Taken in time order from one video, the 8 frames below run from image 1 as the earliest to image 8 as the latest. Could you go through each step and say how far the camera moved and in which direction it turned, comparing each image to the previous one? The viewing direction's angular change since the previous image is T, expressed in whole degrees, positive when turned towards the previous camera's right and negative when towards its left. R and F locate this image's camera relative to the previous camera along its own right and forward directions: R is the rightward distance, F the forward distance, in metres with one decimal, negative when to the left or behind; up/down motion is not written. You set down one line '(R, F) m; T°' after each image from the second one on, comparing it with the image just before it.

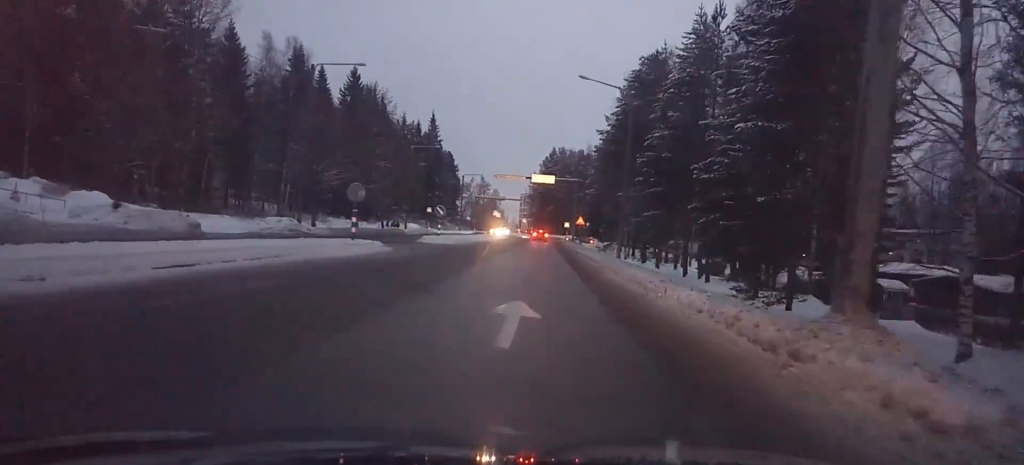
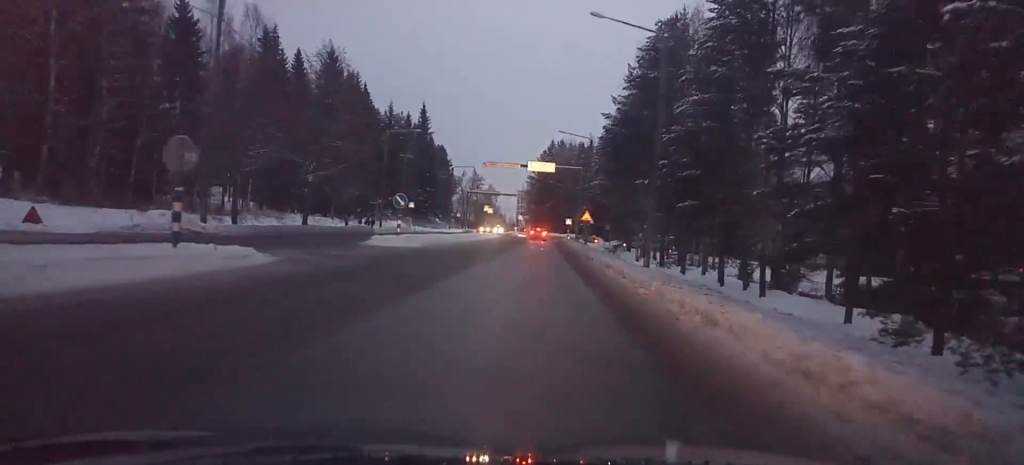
(+0.1, +13.2) m; 0°
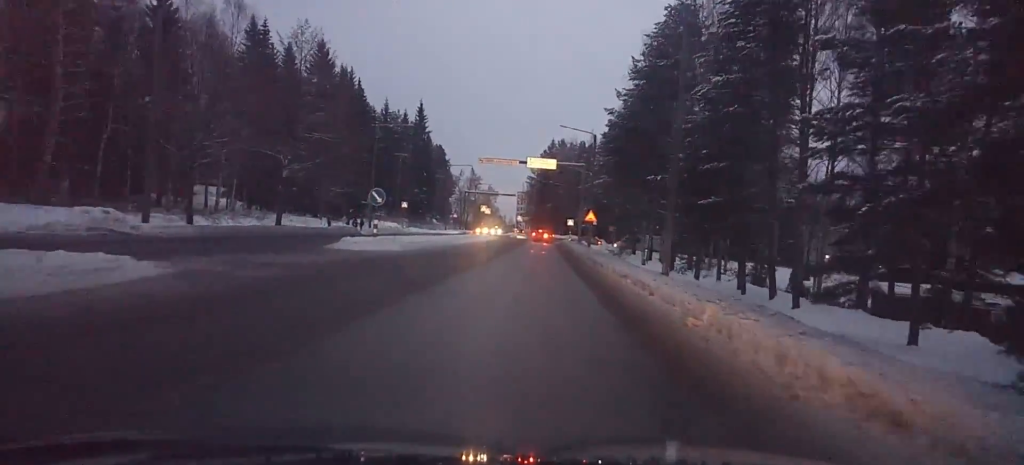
(-0.1, +5.1) m; 0°
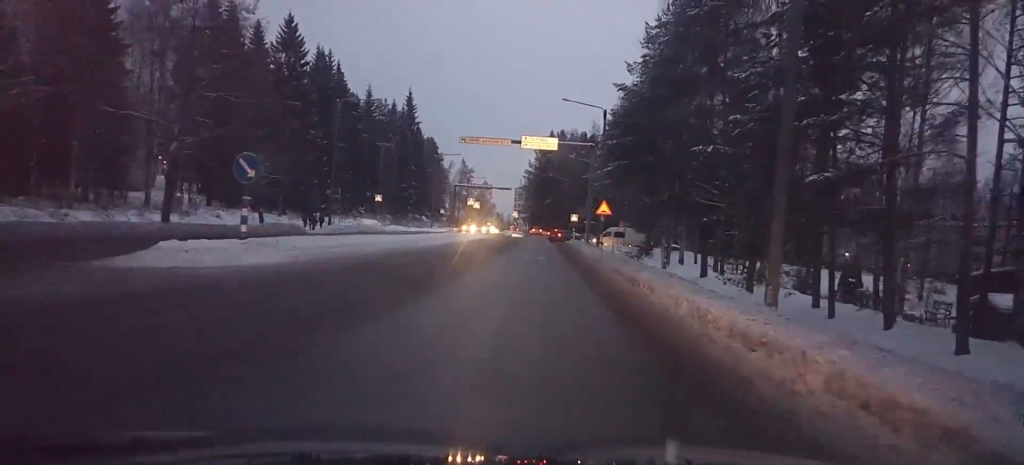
(0.0, +13.3) m; -2°
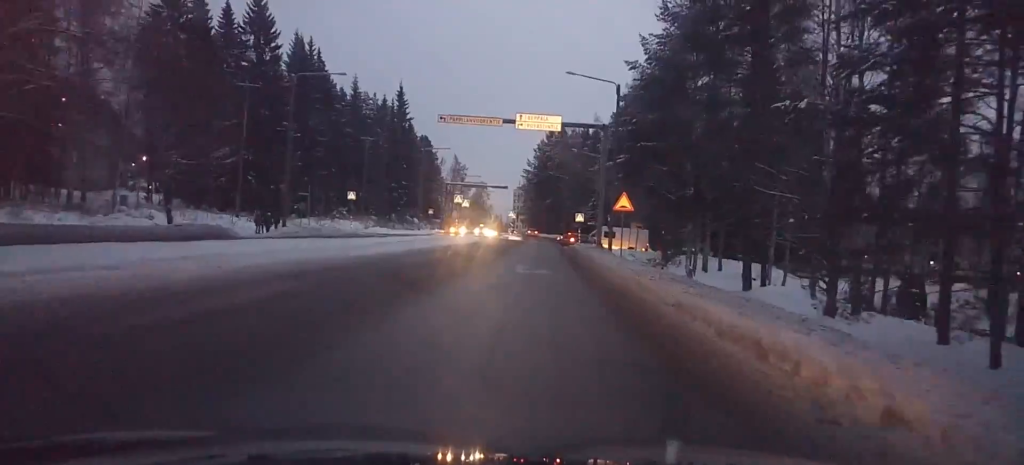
(-0.4, +10.7) m; -1°
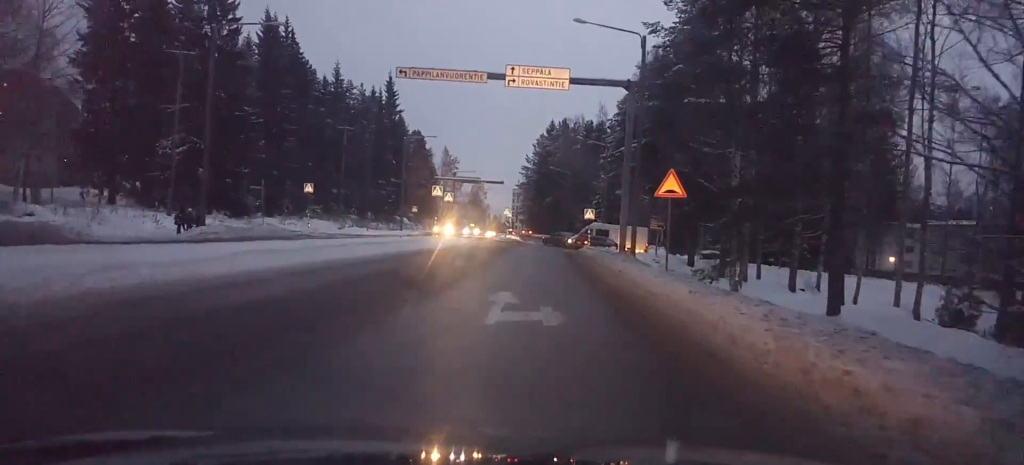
(+0.1, +12.0) m; +1°
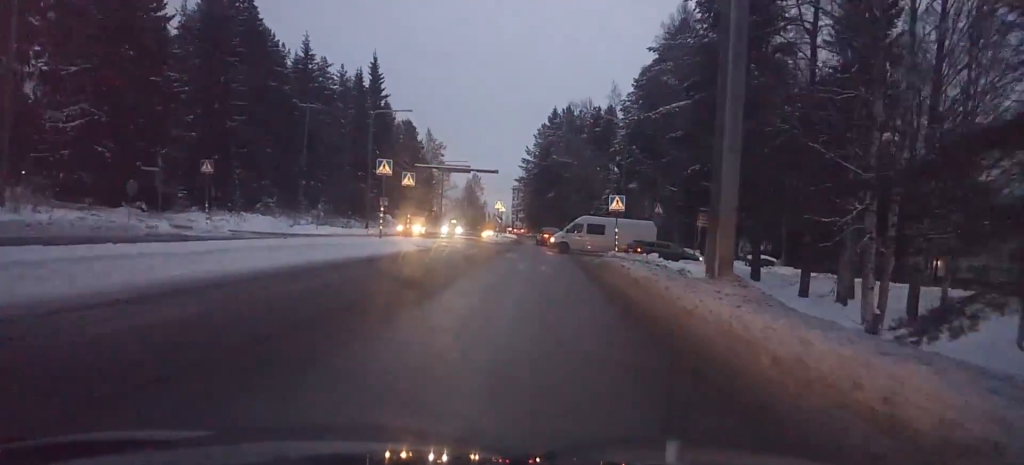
(-0.3, +16.3) m; -2°
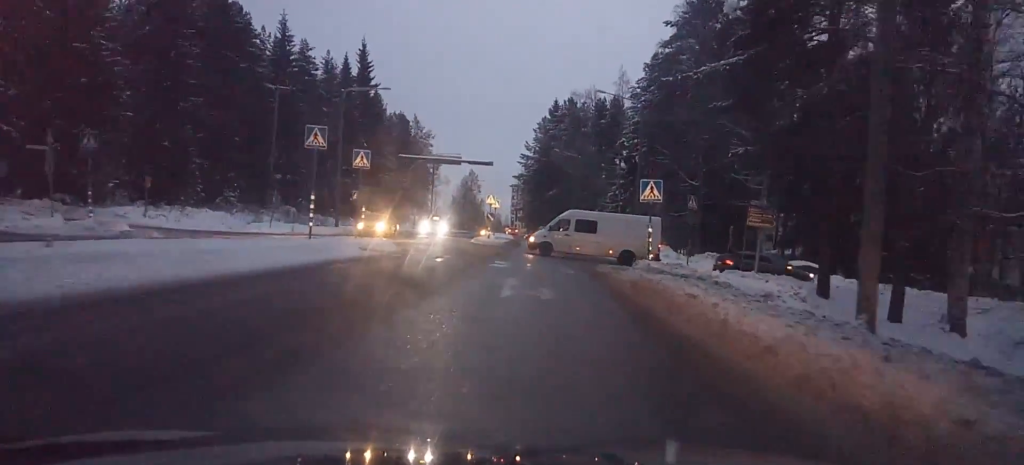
(-0.2, +9.5) m; +1°
